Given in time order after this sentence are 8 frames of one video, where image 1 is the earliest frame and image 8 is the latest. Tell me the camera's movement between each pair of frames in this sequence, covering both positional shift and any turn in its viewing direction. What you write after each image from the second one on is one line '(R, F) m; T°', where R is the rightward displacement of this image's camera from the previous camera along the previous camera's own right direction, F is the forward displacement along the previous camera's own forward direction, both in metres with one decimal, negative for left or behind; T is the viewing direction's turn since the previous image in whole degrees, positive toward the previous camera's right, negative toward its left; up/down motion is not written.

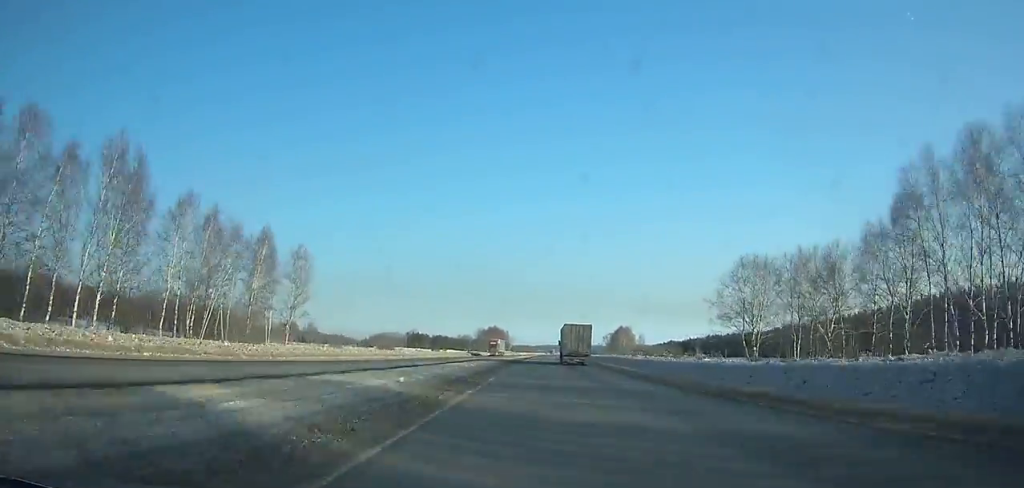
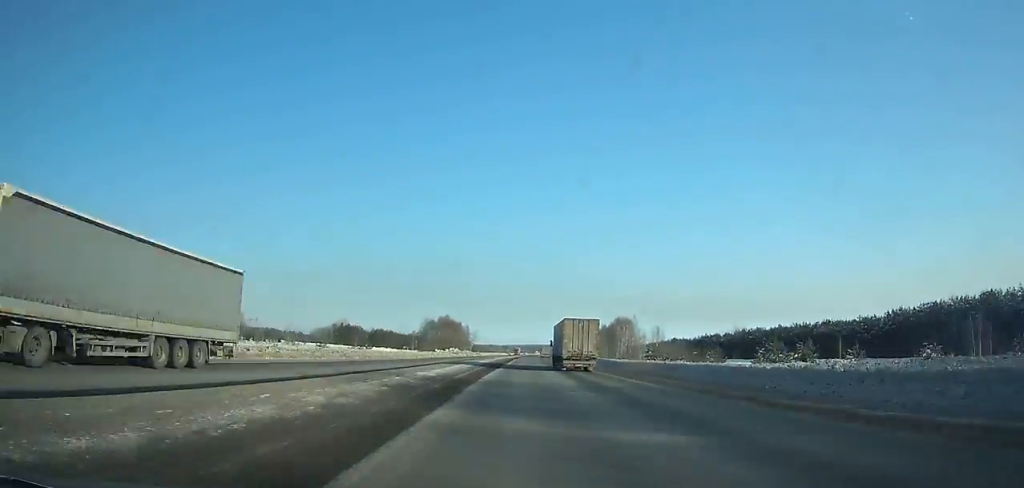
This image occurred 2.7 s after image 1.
(+1.5, +75.4) m; +2°
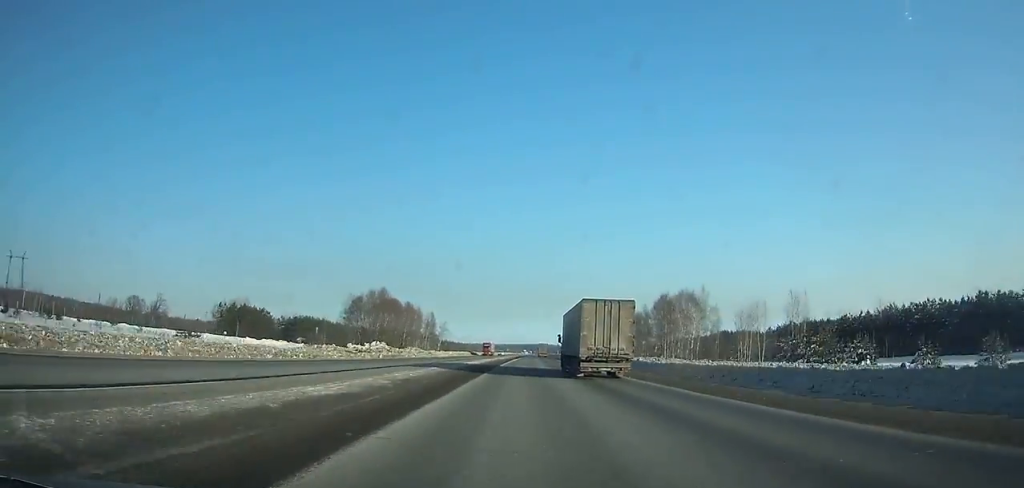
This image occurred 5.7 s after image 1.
(+1.5, +84.0) m; +2°
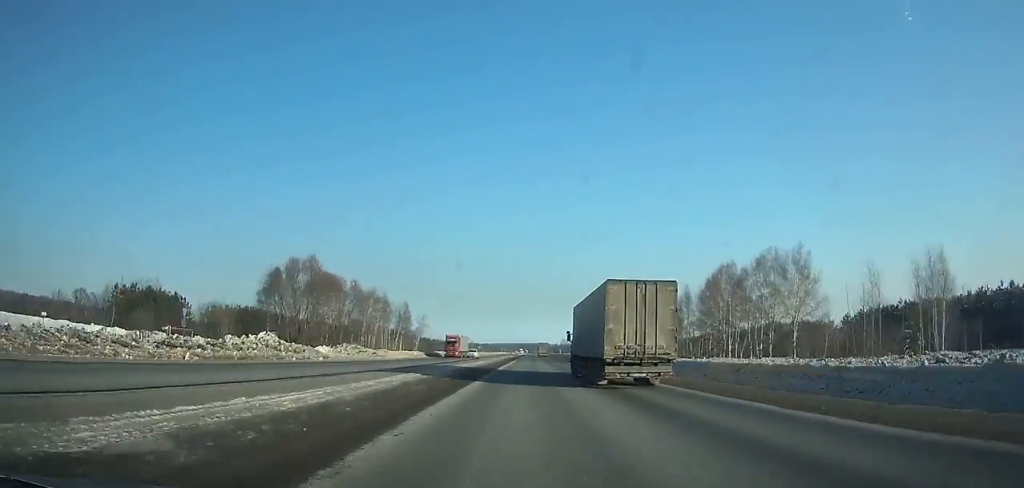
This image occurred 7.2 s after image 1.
(+0.2, +42.1) m; +1°
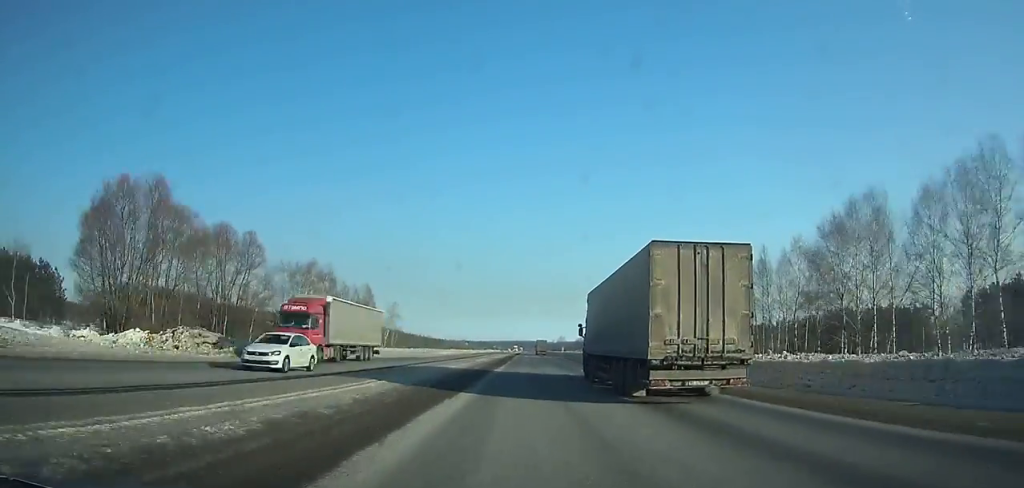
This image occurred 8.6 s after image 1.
(+0.1, +39.5) m; 0°
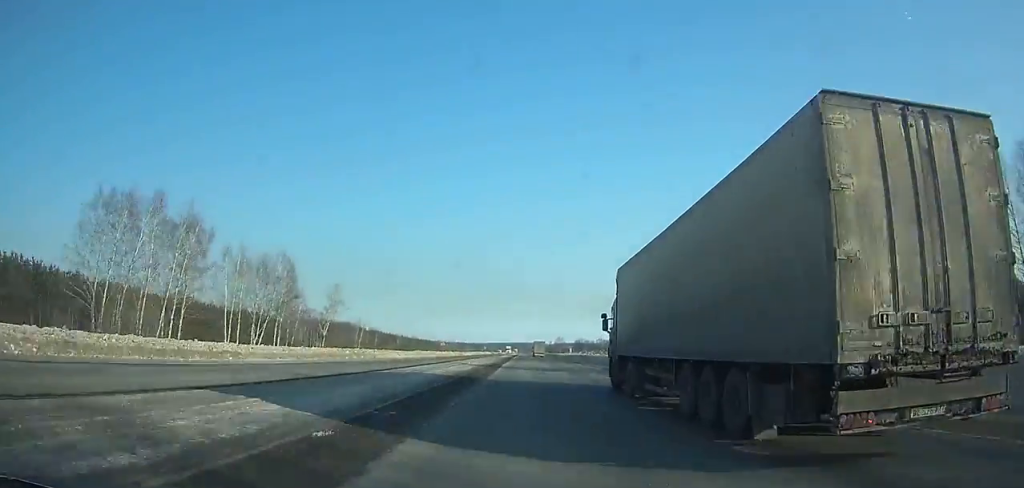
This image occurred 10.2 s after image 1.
(+0.1, +45.1) m; 0°
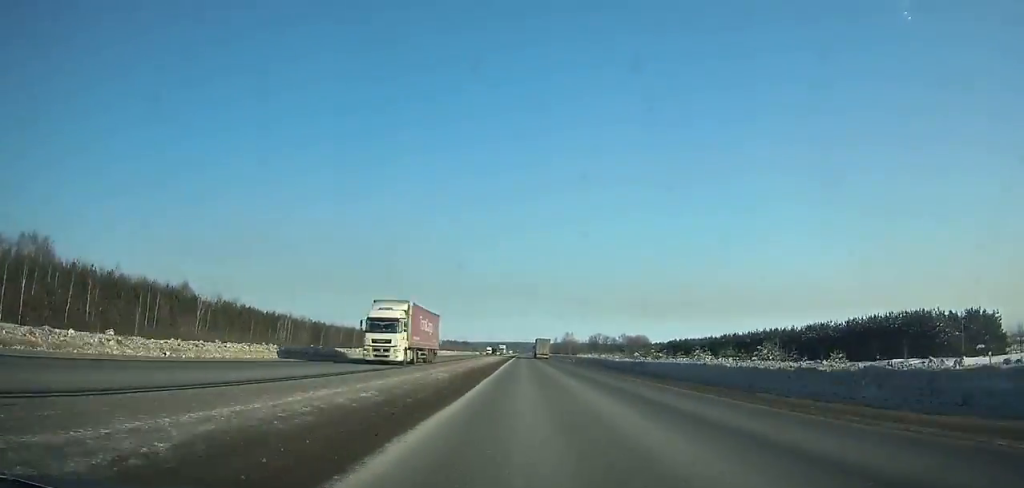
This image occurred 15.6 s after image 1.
(+0.8, +153.3) m; +1°
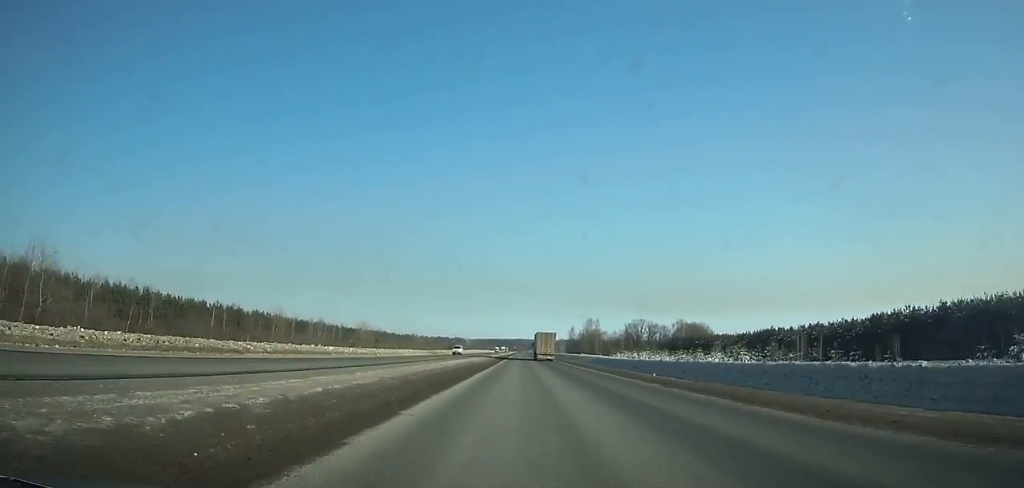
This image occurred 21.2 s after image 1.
(-0.2, +159.8) m; 0°
